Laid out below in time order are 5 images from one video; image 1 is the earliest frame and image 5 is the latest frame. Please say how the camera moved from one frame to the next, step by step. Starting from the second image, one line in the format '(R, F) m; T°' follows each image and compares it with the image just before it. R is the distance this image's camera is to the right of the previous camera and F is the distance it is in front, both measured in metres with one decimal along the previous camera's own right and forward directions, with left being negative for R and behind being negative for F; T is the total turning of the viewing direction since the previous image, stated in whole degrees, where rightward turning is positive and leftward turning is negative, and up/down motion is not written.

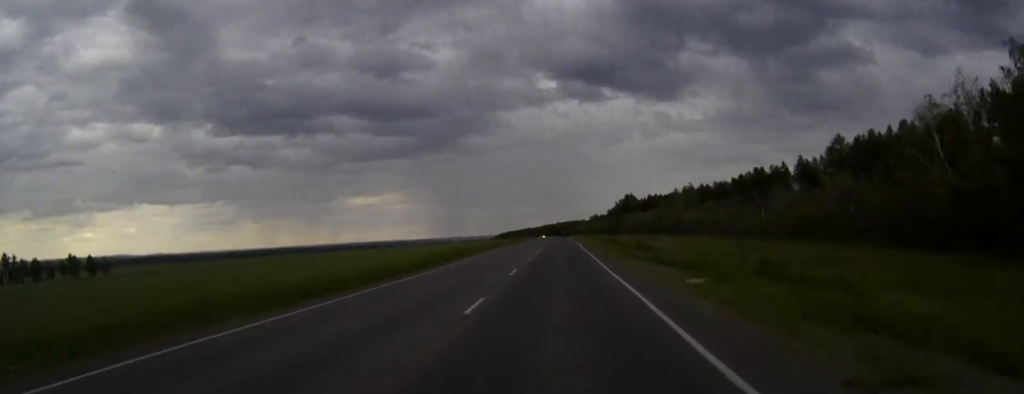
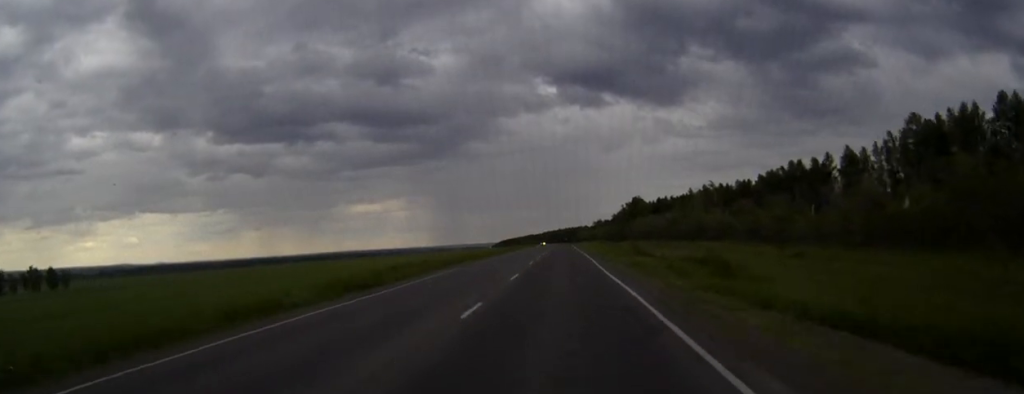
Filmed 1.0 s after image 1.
(0.0, +24.1) m; 0°
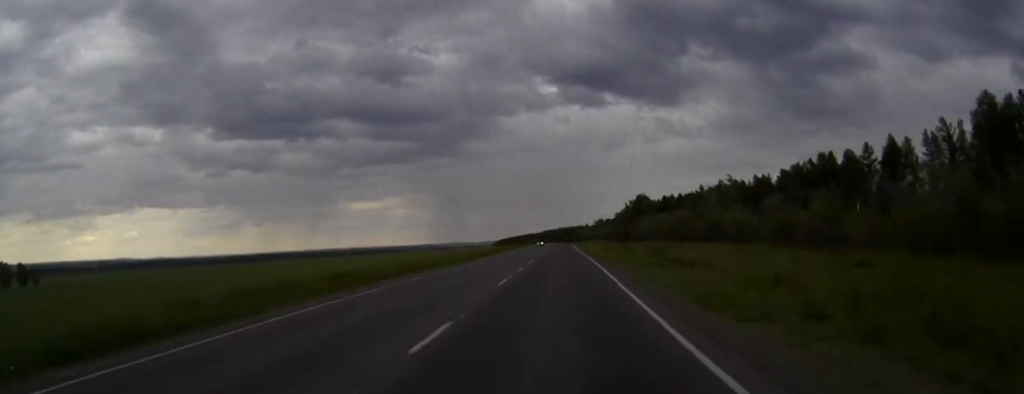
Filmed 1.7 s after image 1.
(0.0, +16.0) m; 0°
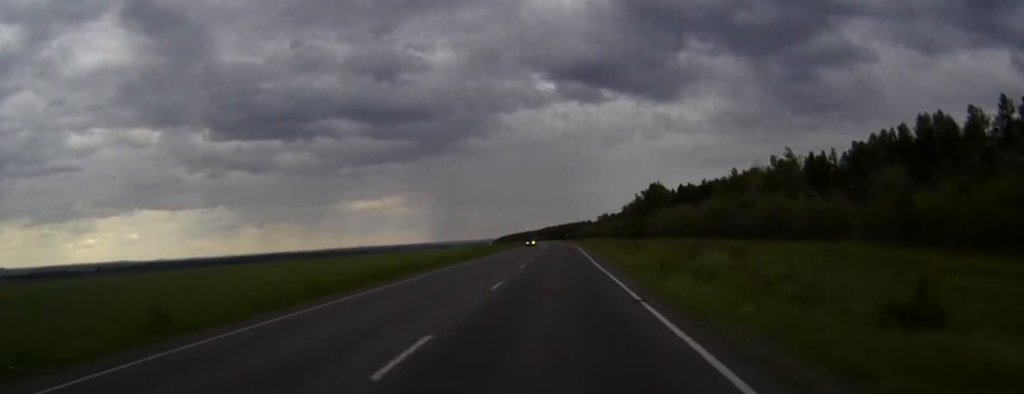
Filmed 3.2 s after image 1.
(0.0, +36.9) m; 0°
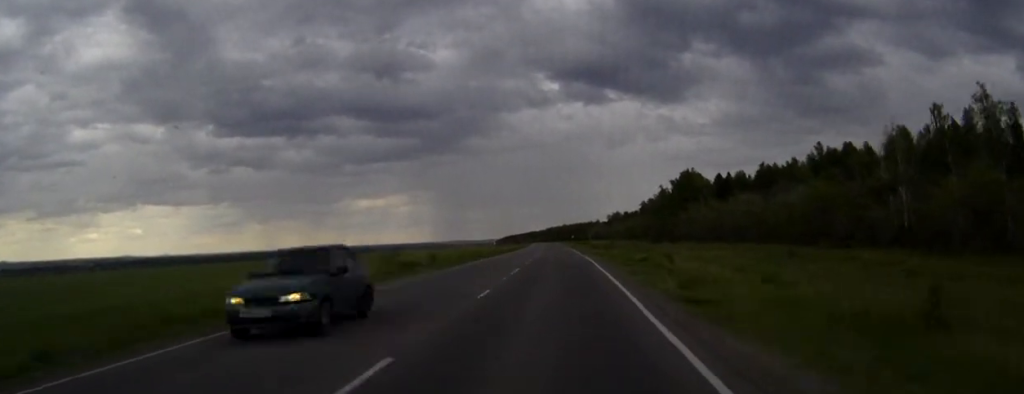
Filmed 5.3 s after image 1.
(-0.2, +50.1) m; 0°
